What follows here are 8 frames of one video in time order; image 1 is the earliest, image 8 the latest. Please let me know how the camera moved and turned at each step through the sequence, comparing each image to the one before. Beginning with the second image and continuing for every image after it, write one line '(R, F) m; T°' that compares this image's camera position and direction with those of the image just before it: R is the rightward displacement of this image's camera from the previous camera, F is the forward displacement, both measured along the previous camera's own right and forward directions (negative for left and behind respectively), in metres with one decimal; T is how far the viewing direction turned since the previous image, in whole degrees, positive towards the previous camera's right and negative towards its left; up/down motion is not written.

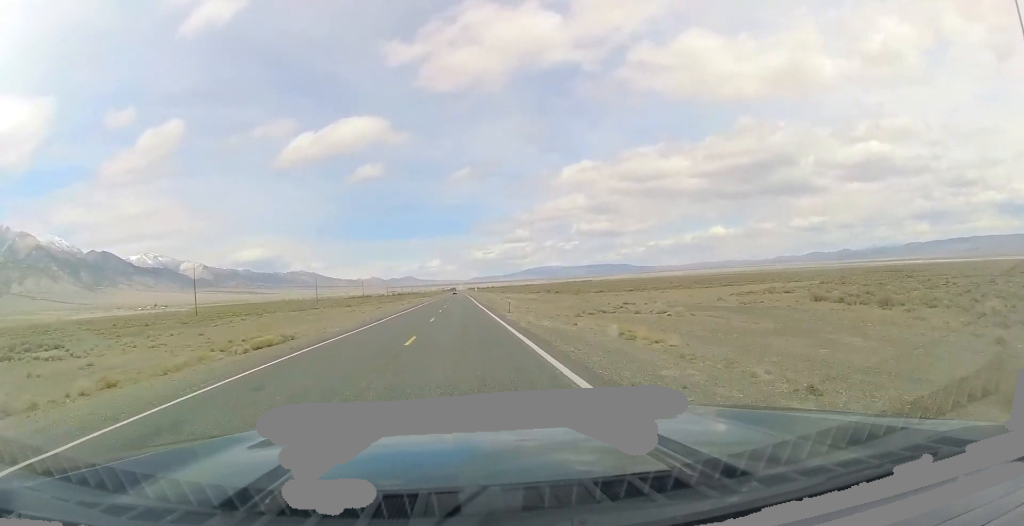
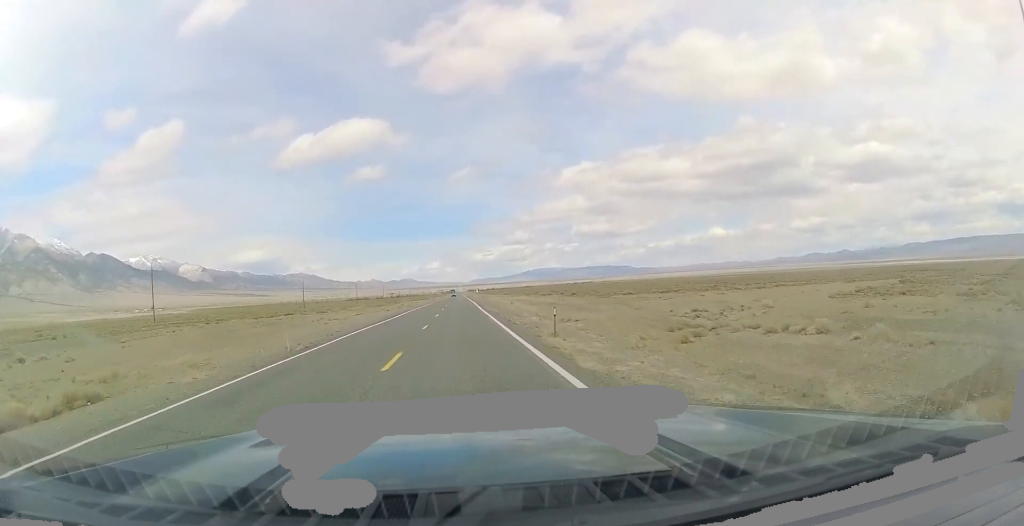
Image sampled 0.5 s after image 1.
(-0.1, +18.7) m; 0°
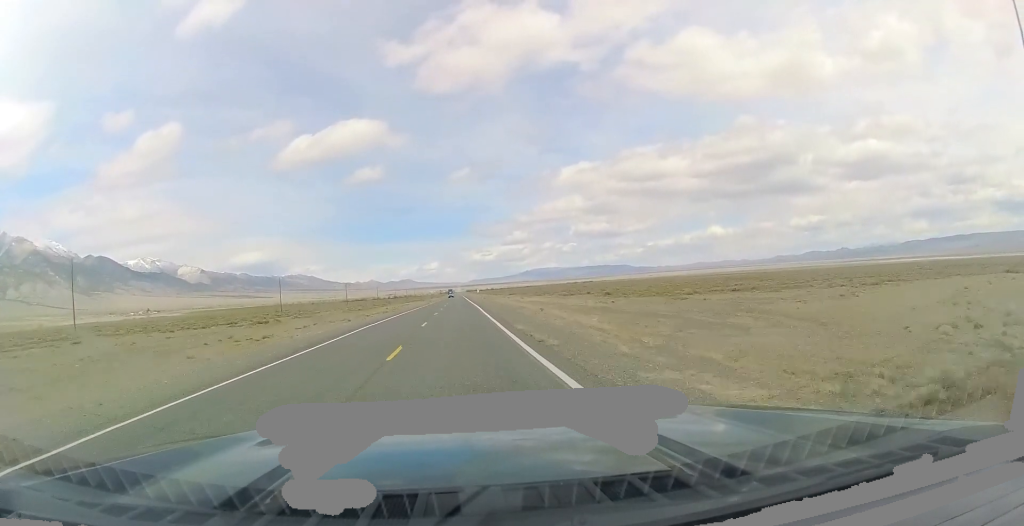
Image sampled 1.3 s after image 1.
(-0.2, +25.7) m; -1°
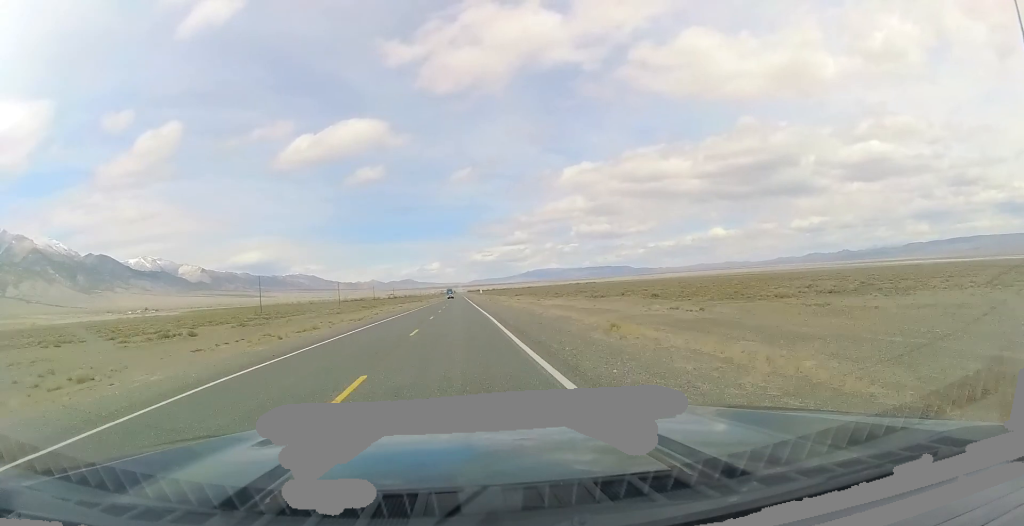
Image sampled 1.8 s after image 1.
(-0.2, +19.8) m; 0°
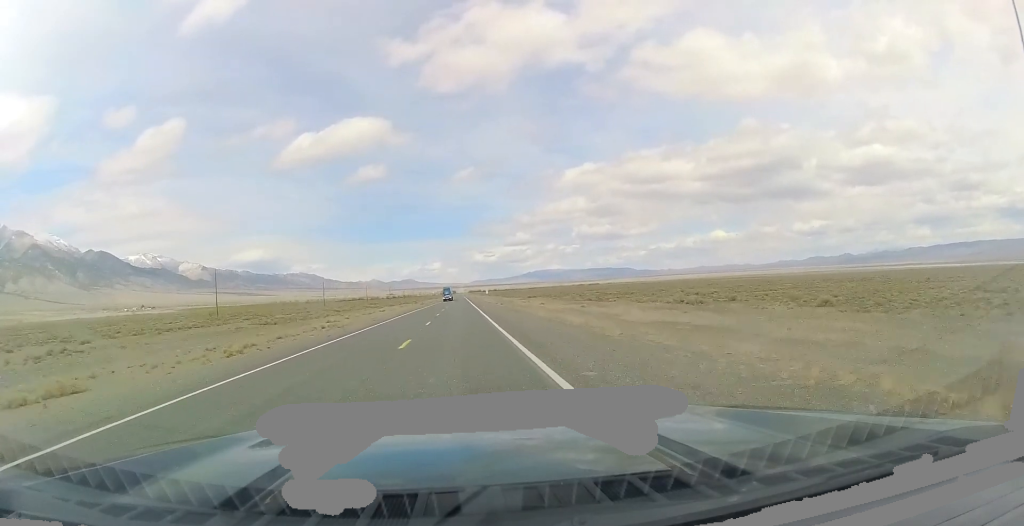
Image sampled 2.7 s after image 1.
(-0.1, +31.4) m; 0°
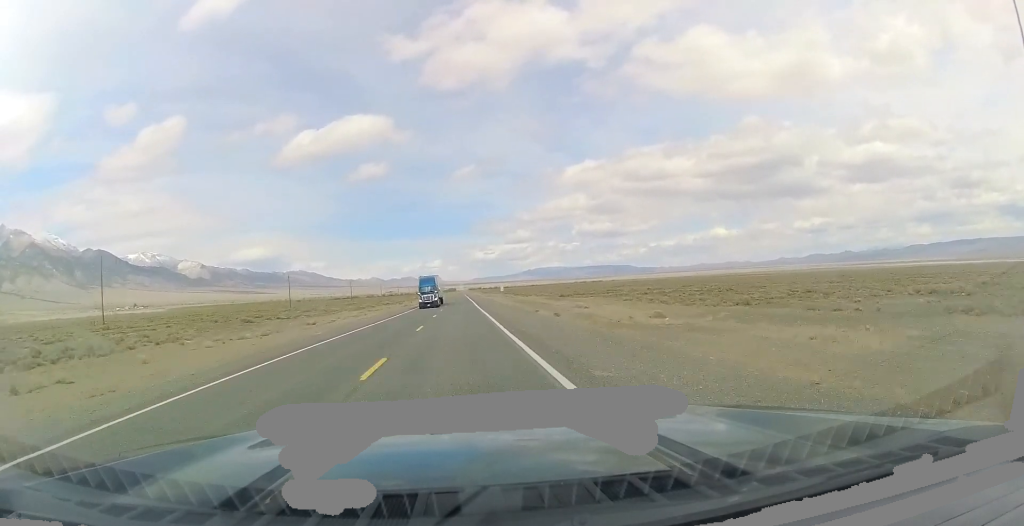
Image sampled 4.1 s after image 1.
(0.0, +47.7) m; +1°
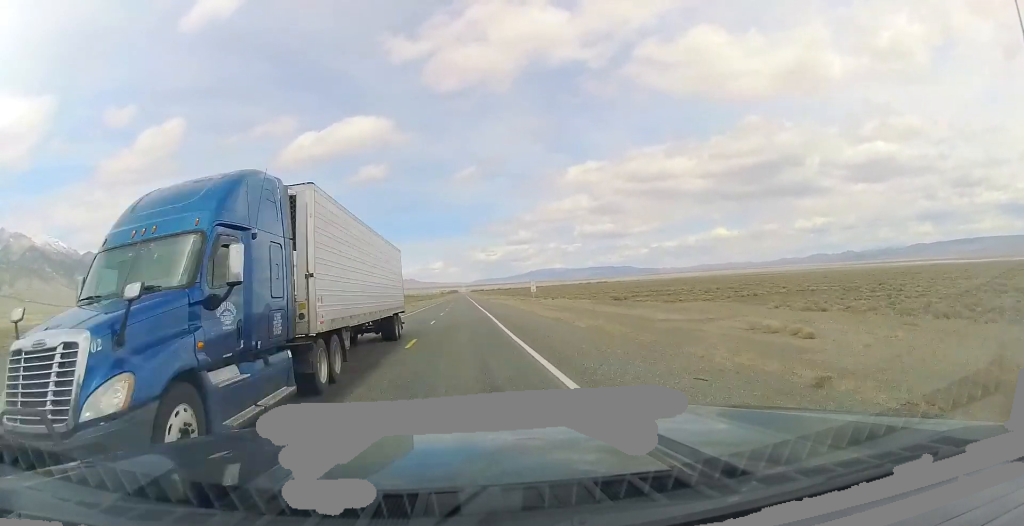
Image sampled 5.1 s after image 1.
(+0.3, +33.7) m; 0°
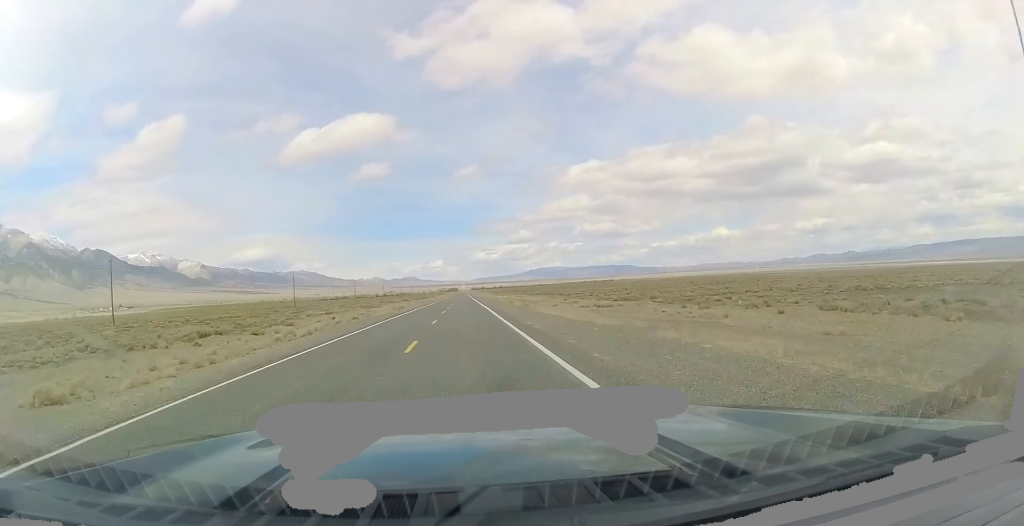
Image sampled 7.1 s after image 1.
(-0.7, +70.9) m; 0°
